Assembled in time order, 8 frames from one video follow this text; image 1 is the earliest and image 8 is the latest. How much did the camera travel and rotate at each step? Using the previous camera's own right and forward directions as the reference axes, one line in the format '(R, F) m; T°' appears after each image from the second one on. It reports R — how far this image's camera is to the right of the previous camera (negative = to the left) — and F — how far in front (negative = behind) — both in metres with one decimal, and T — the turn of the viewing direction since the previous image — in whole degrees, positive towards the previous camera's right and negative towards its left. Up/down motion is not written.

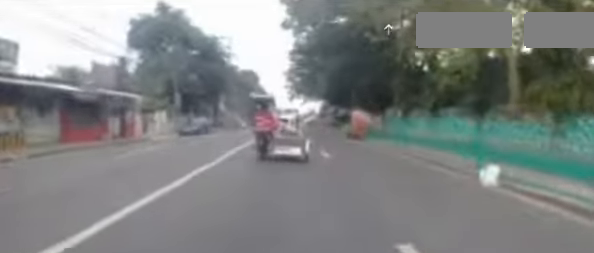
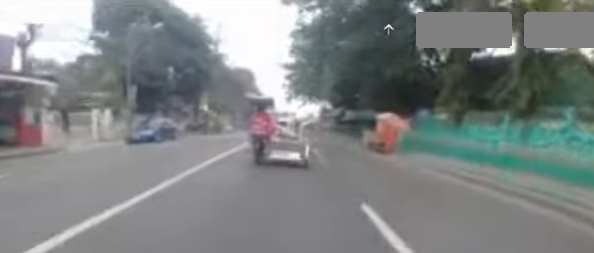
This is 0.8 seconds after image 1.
(+0.1, +7.6) m; +2°
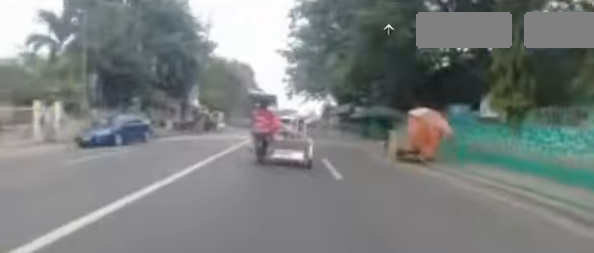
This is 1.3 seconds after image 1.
(+0.2, +4.2) m; 0°
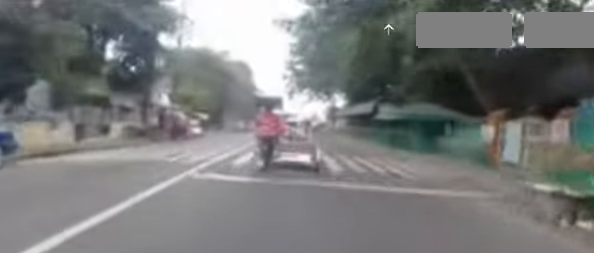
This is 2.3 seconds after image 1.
(-0.3, +8.8) m; 0°
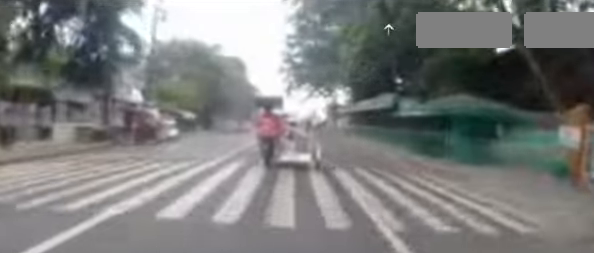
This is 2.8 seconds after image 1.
(0.0, +4.7) m; 0°
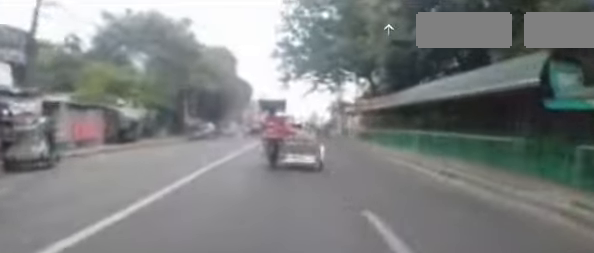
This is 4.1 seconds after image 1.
(+0.1, +10.7) m; -2°
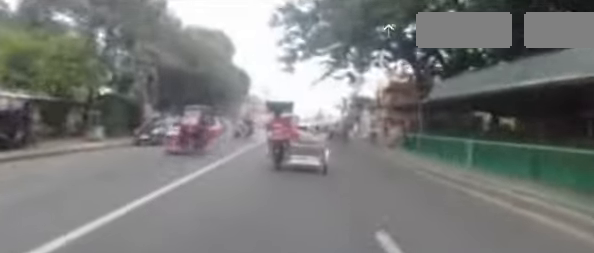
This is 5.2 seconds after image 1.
(-0.3, +9.9) m; -2°
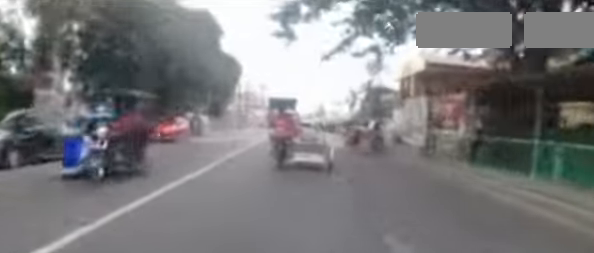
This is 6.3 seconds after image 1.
(0.0, +9.1) m; 0°
